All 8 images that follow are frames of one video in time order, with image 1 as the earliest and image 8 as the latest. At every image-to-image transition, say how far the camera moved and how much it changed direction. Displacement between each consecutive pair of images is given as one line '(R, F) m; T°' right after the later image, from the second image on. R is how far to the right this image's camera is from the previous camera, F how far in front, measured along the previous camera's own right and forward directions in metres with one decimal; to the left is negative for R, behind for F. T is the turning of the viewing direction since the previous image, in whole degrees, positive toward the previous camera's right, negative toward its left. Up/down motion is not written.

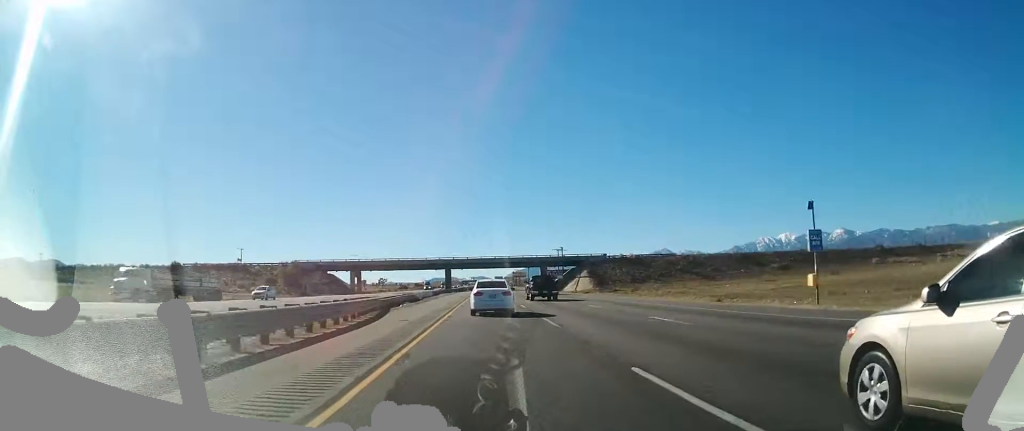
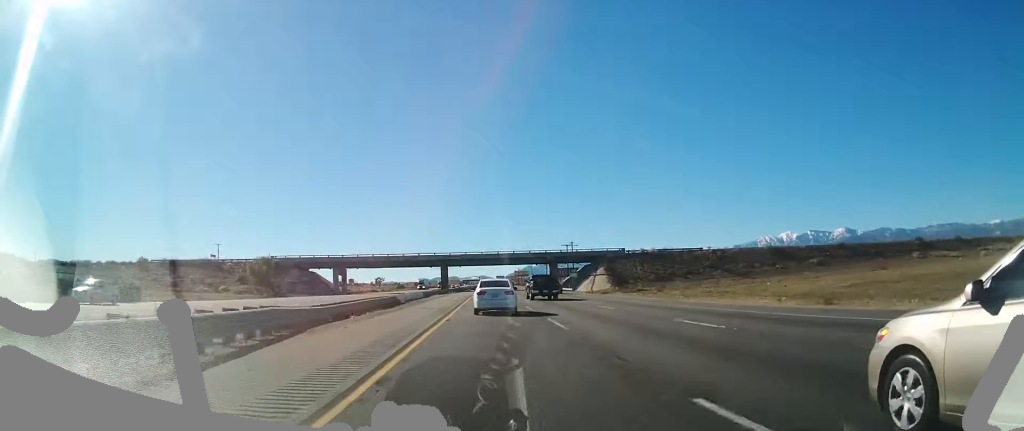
(0.0, +17.6) m; 0°
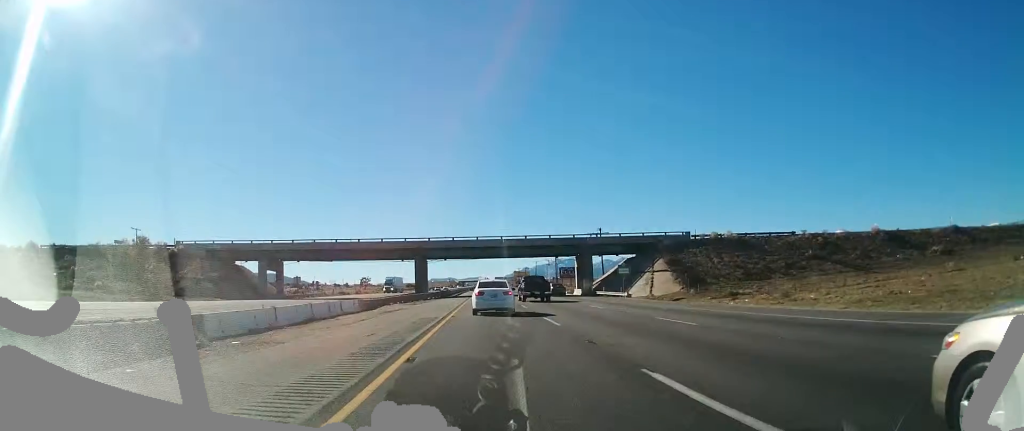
(-0.1, +42.0) m; 0°
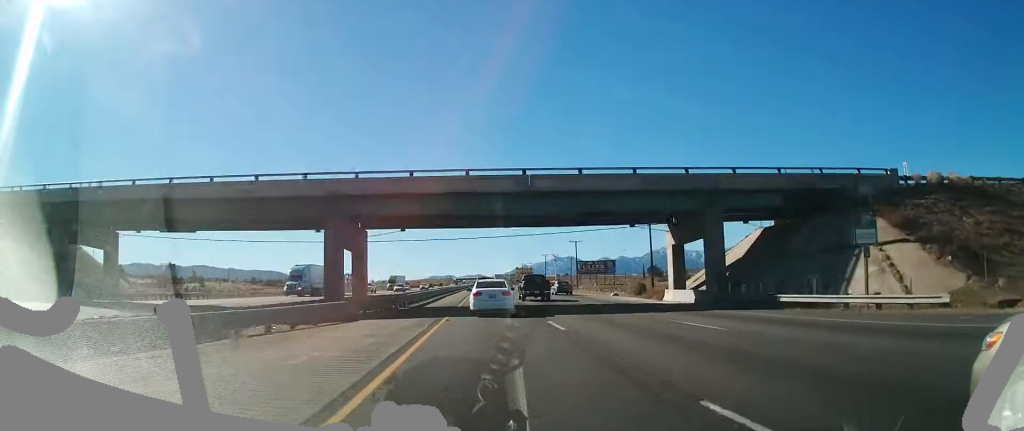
(-0.2, +46.4) m; 0°
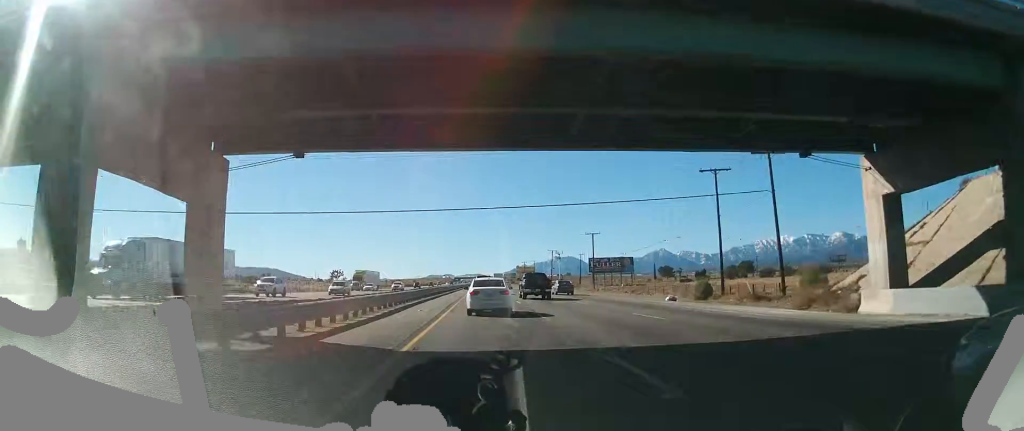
(+0.2, +25.3) m; 0°
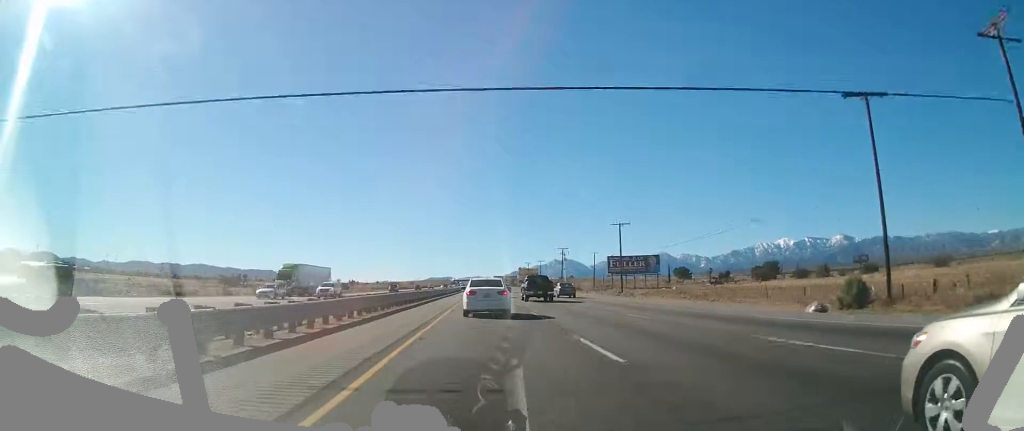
(+0.1, +25.9) m; 0°
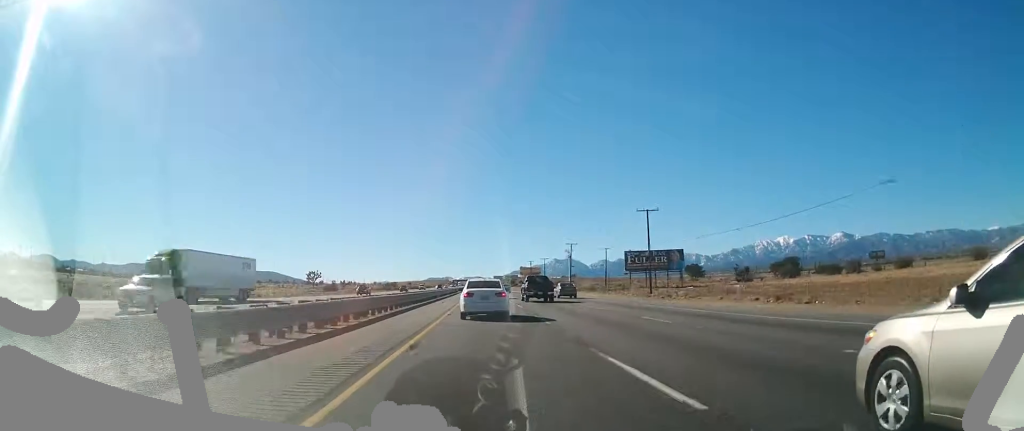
(0.0, +18.1) m; 0°
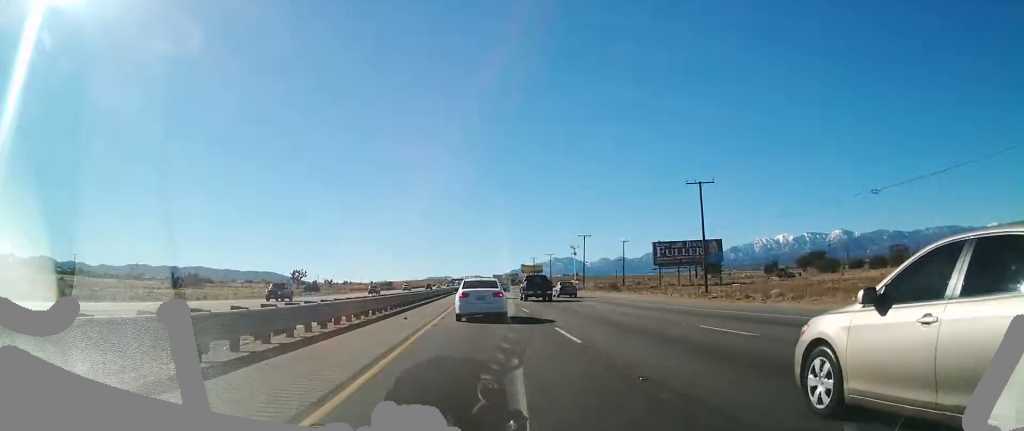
(-0.3, +22.1) m; 0°
